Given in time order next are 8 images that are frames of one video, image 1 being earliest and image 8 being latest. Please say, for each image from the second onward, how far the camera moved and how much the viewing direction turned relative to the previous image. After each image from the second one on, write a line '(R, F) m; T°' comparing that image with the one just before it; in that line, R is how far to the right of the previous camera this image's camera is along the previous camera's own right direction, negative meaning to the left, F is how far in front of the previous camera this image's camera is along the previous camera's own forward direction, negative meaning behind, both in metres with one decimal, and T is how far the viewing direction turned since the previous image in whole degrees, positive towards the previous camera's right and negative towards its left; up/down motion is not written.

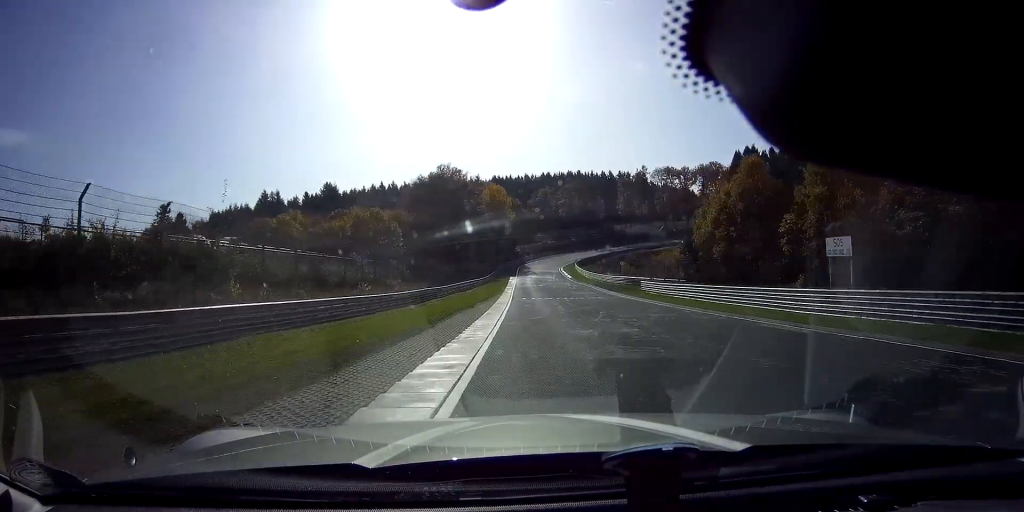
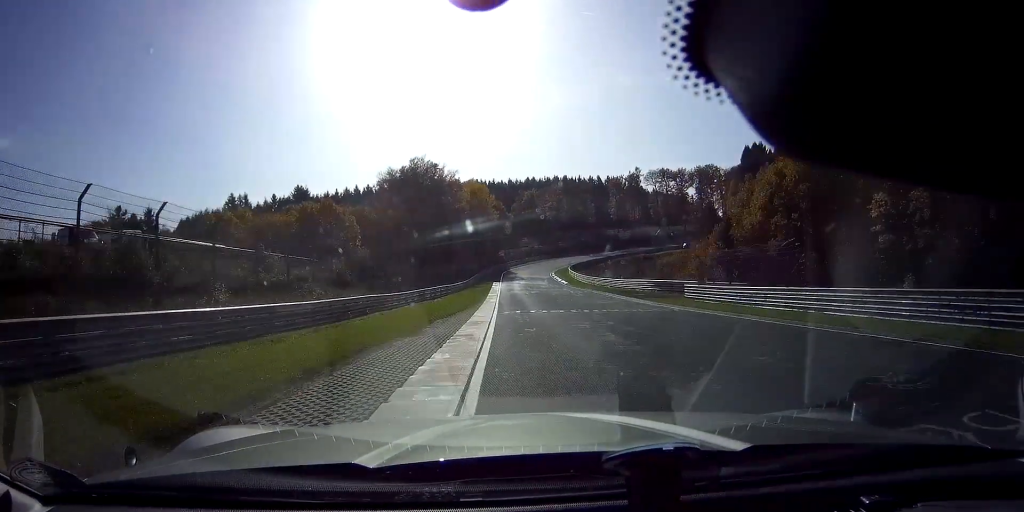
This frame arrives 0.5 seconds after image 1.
(+0.5, +15.8) m; +2°
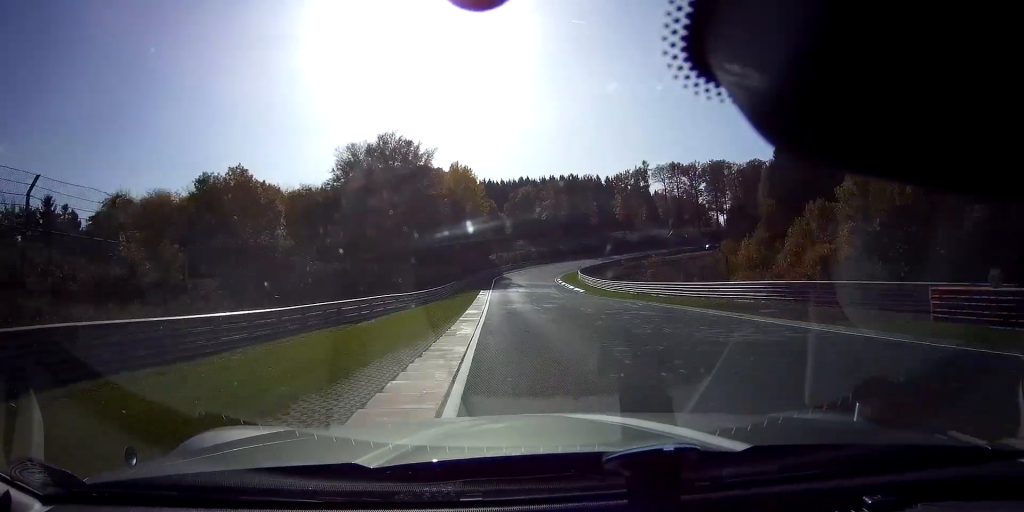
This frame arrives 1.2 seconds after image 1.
(+0.4, +21.7) m; +2°
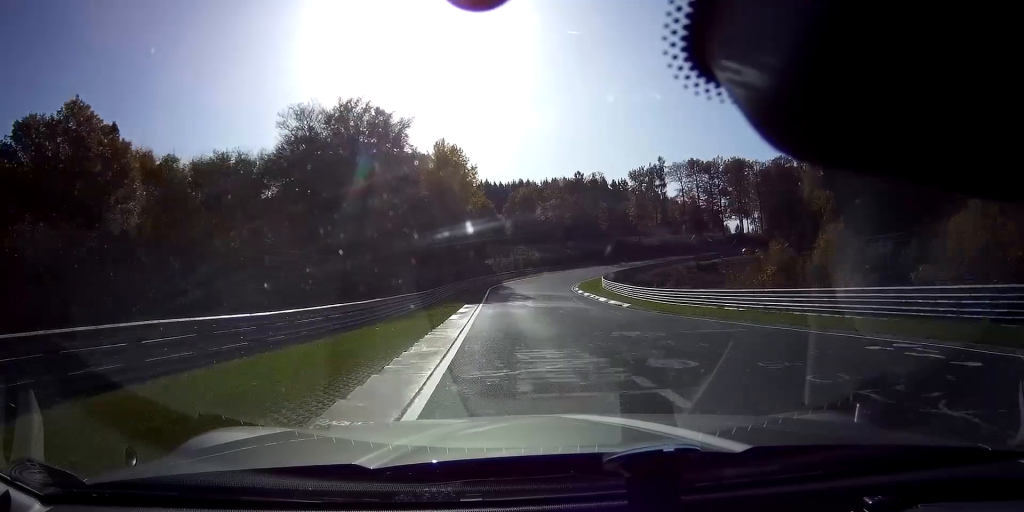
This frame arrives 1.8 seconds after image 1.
(+0.2, +20.0) m; +2°
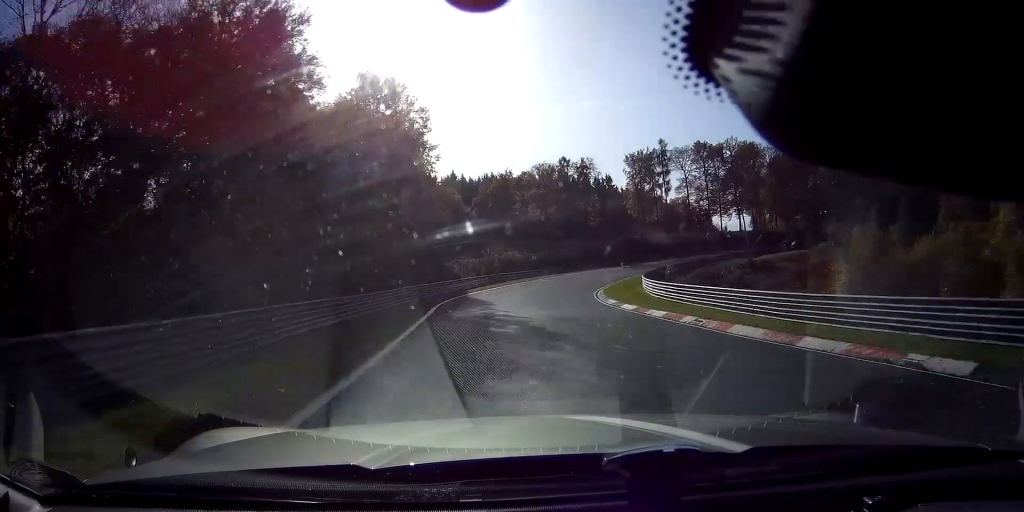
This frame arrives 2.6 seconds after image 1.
(+0.8, +27.5) m; +6°
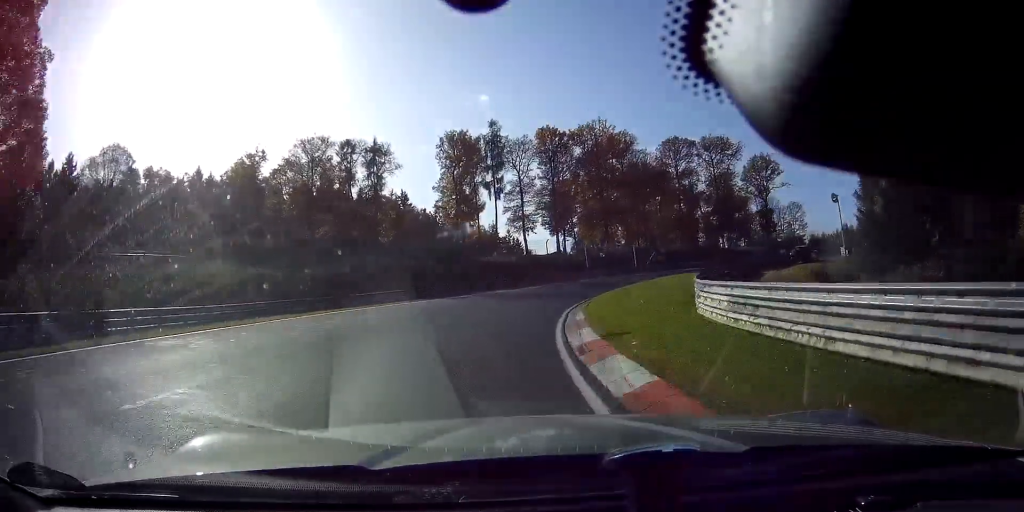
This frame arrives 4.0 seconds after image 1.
(+5.9, +42.8) m; +21°
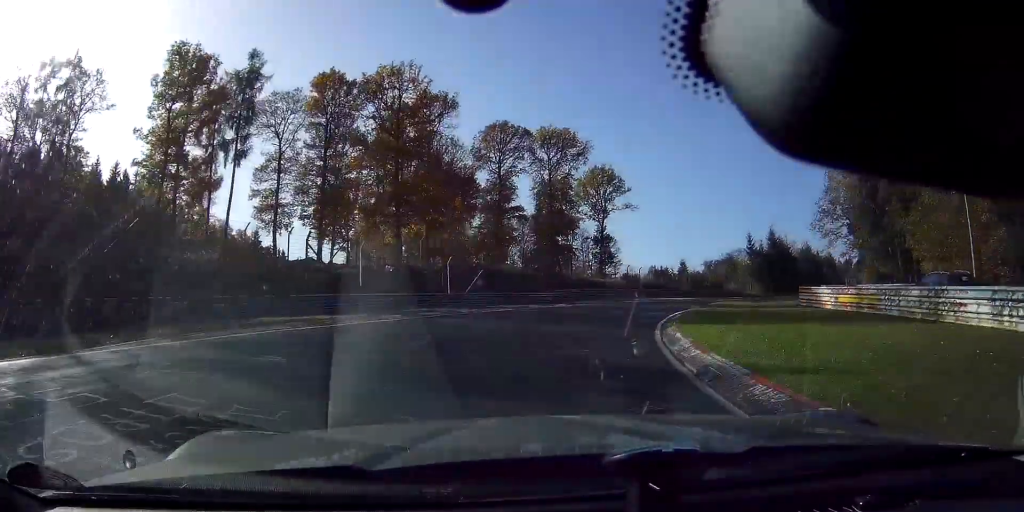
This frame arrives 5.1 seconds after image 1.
(+5.8, +30.2) m; +24°
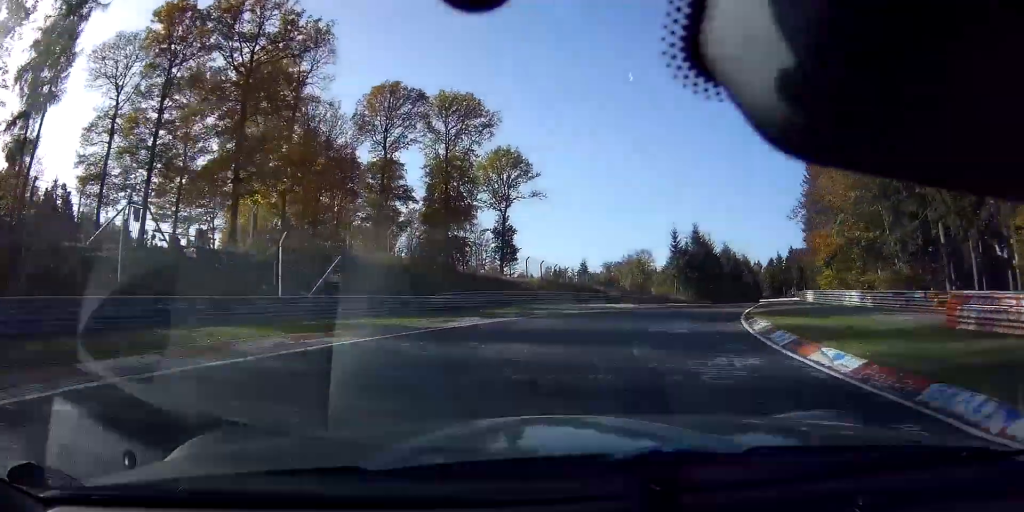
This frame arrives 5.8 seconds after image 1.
(+2.8, +15.2) m; +14°
